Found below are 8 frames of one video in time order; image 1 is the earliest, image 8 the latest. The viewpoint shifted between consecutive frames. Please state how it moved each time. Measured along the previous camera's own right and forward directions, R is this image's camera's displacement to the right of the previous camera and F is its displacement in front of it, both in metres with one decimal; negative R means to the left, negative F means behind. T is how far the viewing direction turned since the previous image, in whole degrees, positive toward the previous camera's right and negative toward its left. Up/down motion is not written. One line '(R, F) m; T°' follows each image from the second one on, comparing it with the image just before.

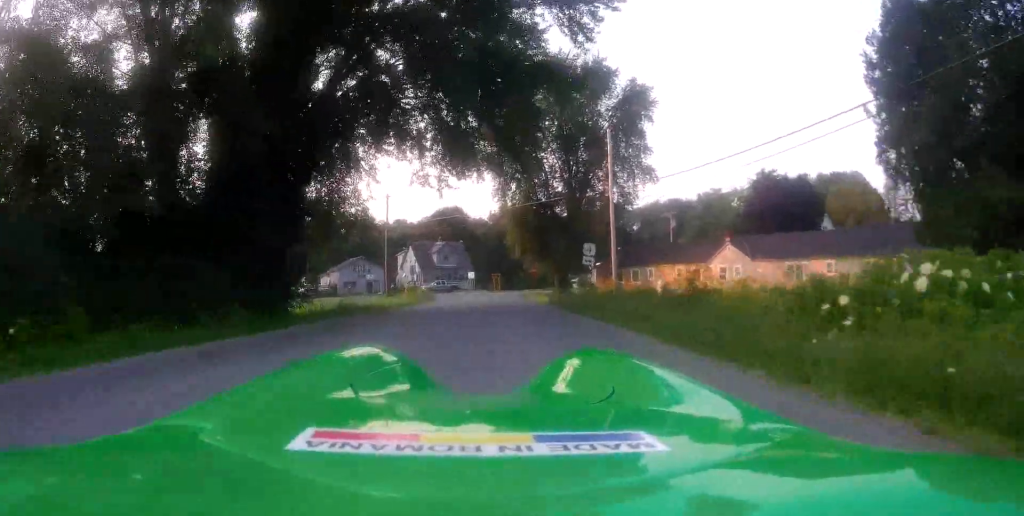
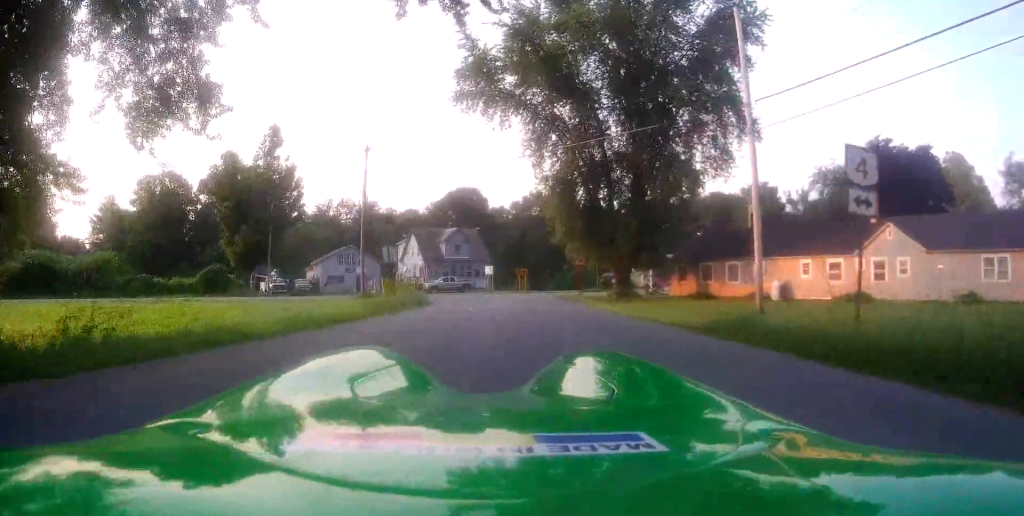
(-0.5, +19.1) m; -2°
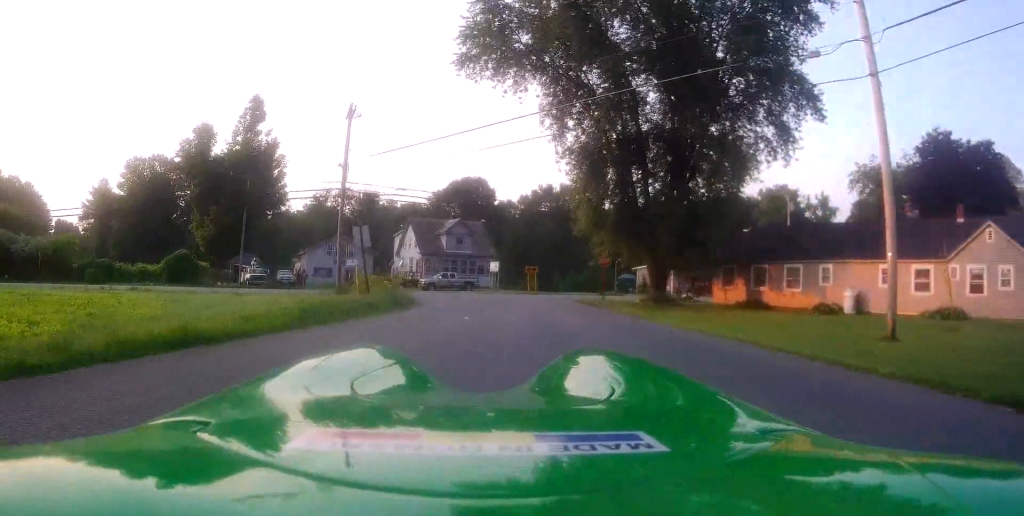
(+0.2, +7.2) m; 0°
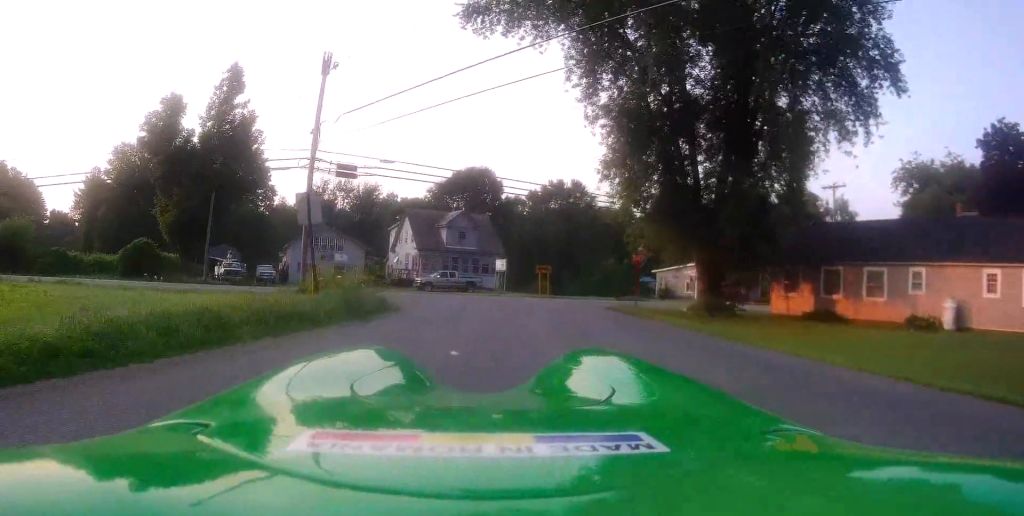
(-0.2, +6.8) m; -2°
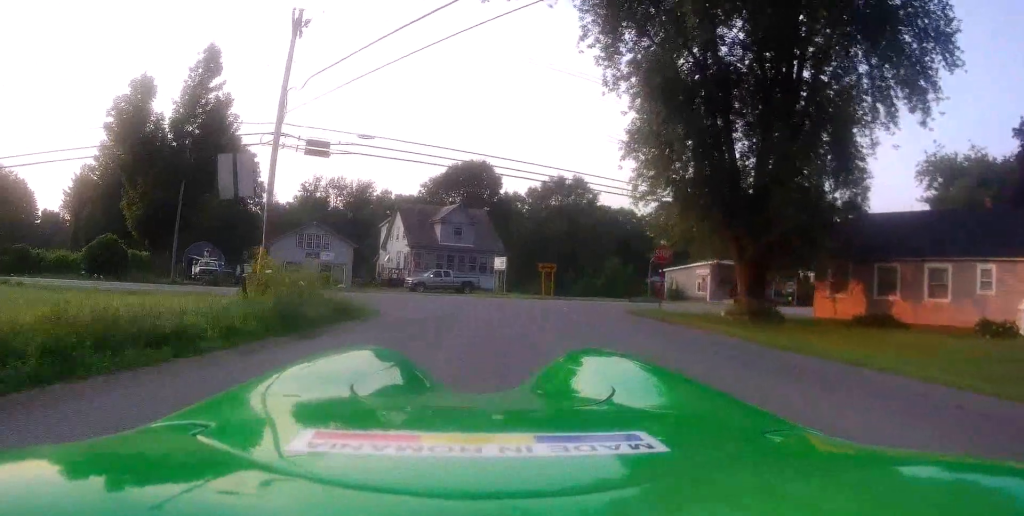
(0.0, +4.2) m; 0°
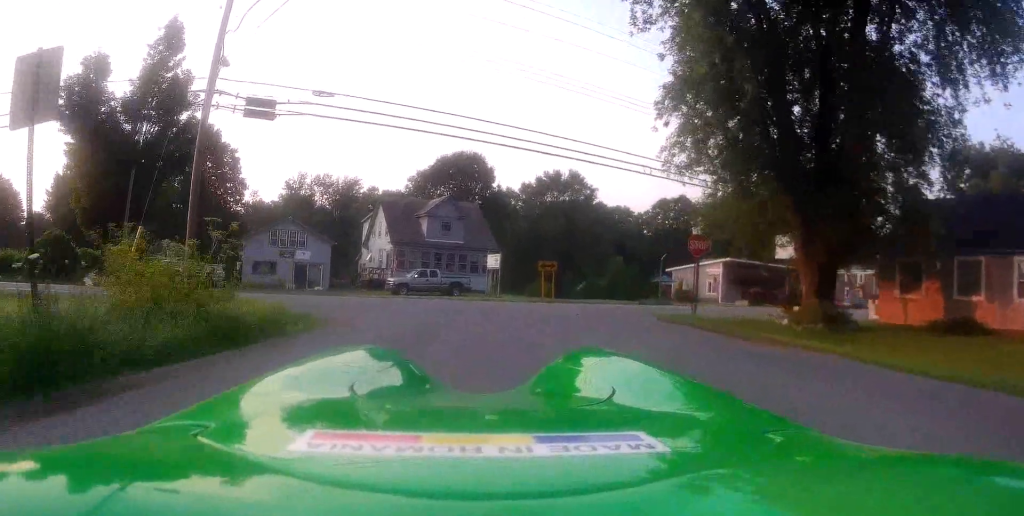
(0.0, +5.2) m; 0°
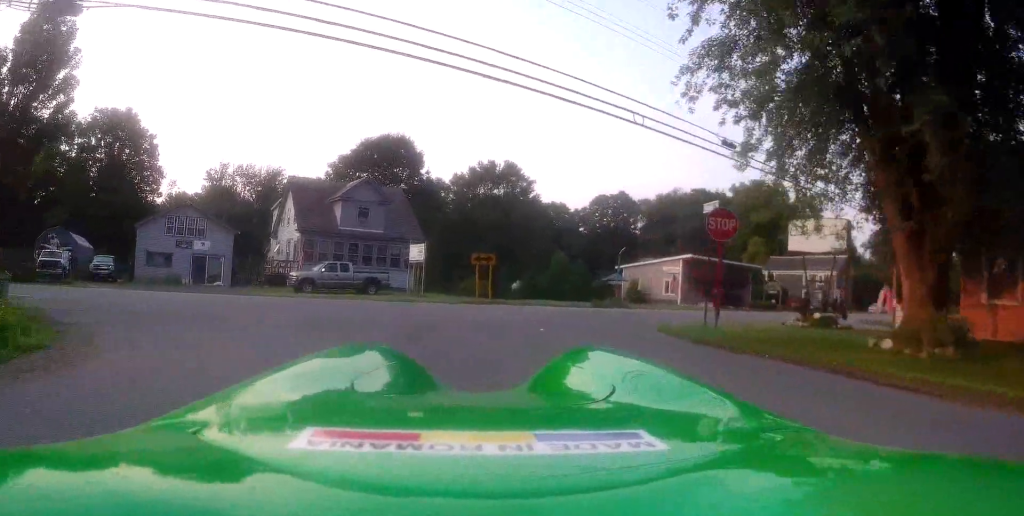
(0.0, +6.6) m; +5°
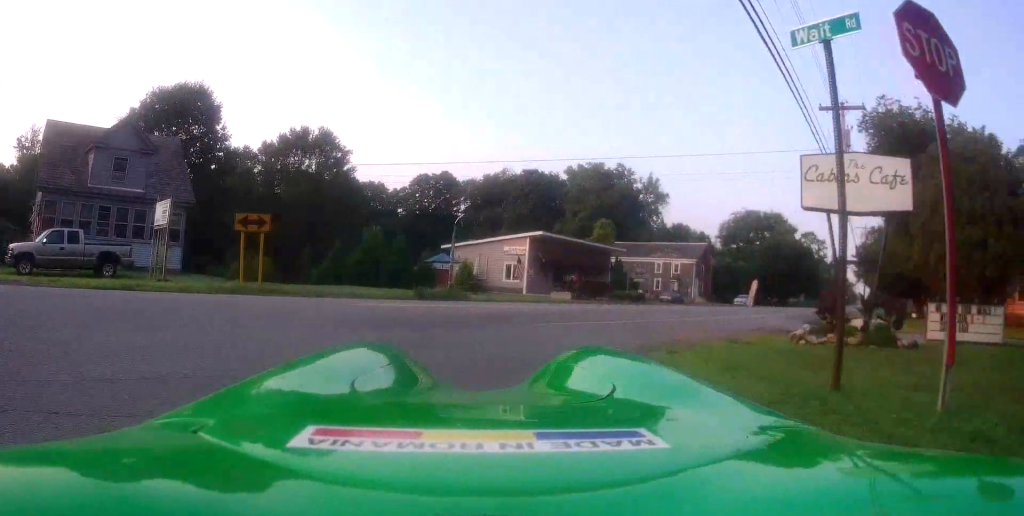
(+1.1, +9.5) m; +22°
